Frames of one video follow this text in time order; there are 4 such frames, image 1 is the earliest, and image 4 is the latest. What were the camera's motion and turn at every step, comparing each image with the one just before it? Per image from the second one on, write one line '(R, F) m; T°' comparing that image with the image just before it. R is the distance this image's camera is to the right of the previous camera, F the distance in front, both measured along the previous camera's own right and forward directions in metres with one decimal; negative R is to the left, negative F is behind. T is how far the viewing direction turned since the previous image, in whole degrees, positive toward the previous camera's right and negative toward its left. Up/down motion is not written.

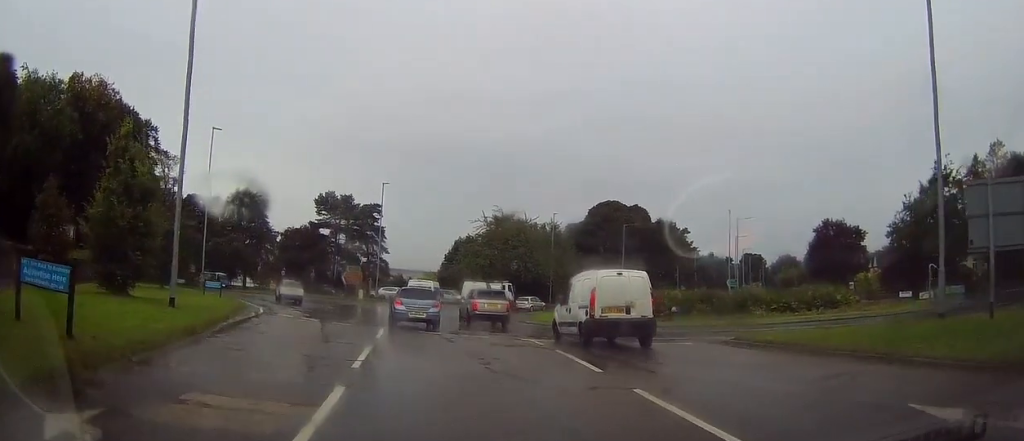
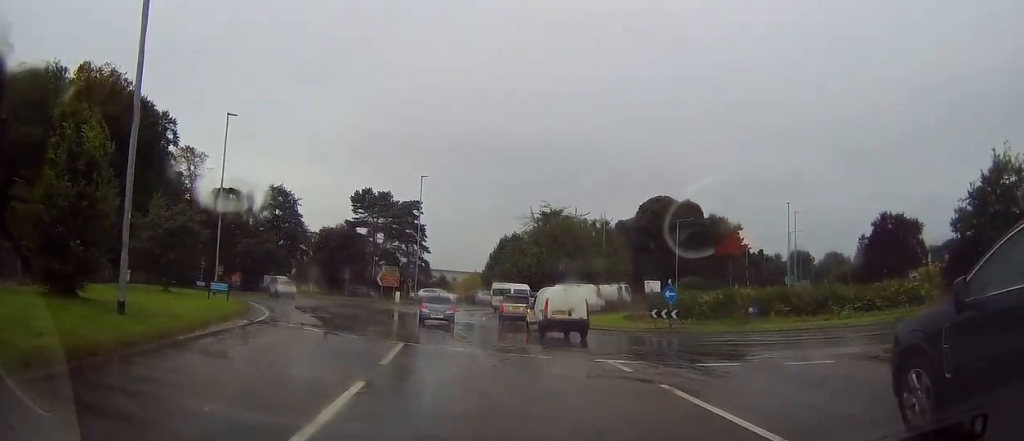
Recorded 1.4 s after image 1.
(-0.8, +5.6) m; -6°
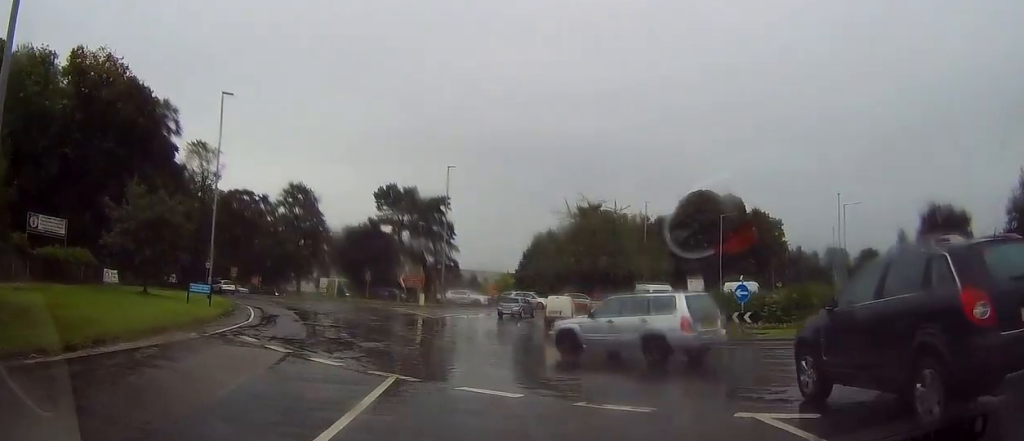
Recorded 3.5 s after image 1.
(-0.1, +6.5) m; -1°
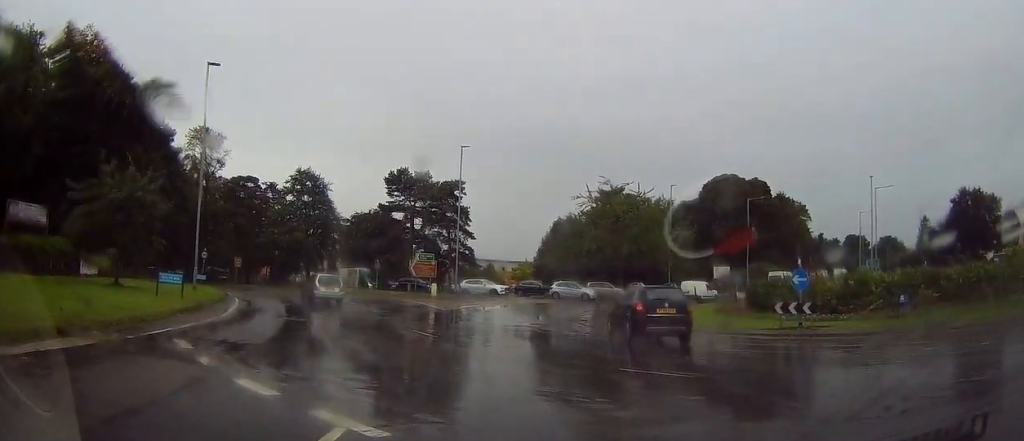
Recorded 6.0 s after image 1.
(+0.3, +5.2) m; +5°
